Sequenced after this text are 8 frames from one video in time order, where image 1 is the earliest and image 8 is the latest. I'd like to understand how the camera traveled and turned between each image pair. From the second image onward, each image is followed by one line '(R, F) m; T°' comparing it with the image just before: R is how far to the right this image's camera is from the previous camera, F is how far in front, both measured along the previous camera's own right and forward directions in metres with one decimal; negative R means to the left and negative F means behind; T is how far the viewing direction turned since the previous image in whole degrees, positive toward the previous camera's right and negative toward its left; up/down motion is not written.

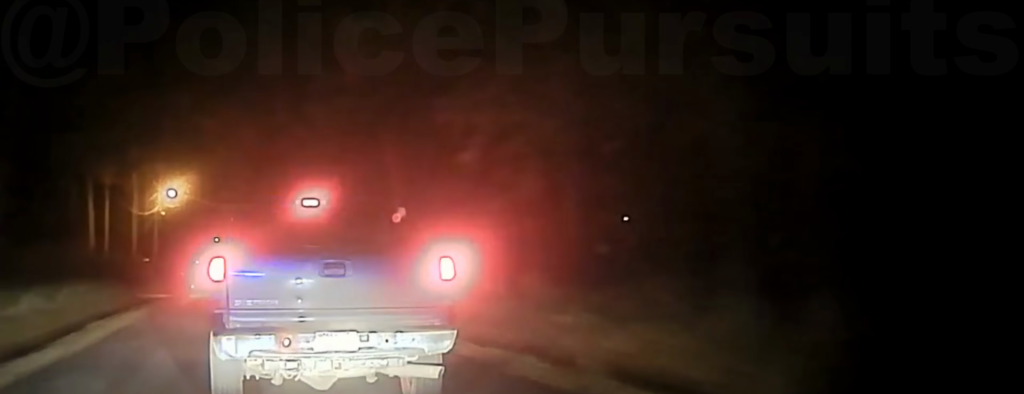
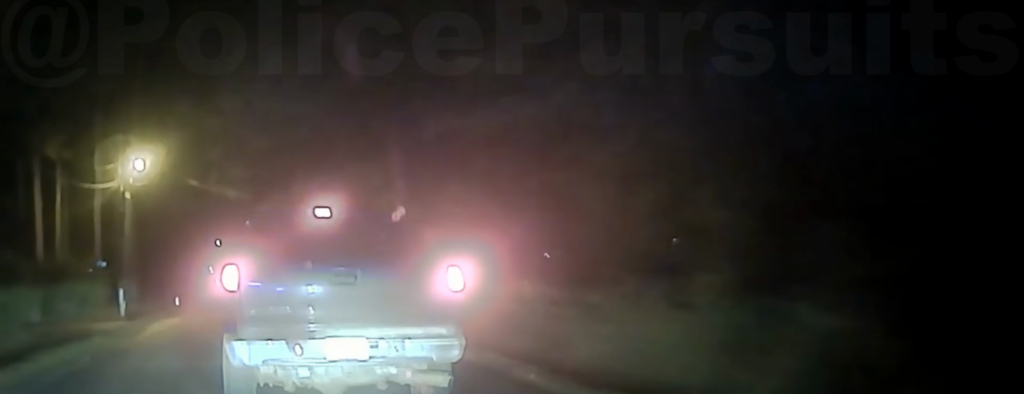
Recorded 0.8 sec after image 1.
(0.0, +22.1) m; 0°
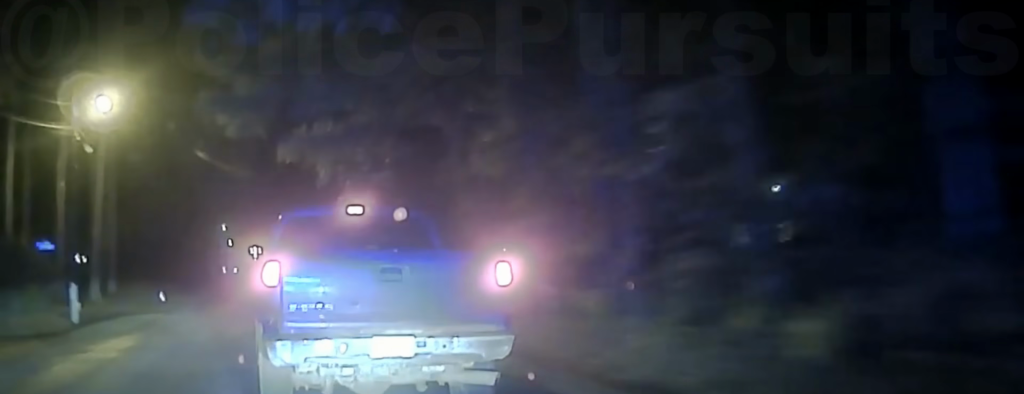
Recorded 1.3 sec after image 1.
(0.0, +14.2) m; 0°
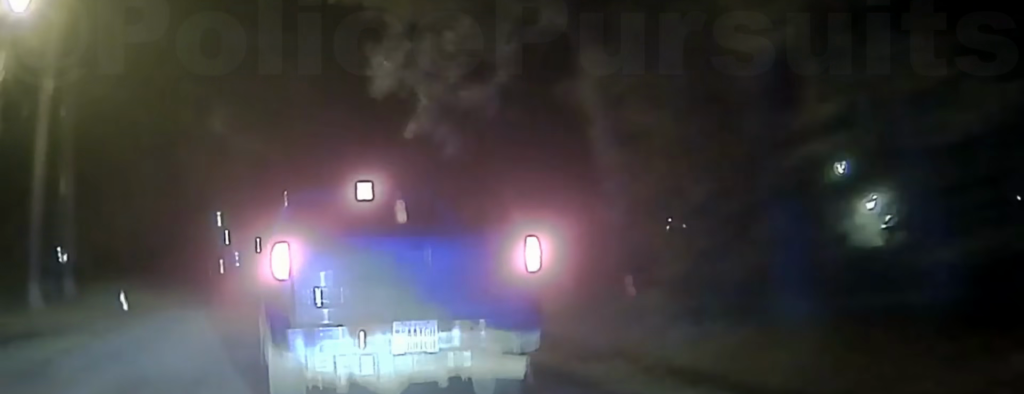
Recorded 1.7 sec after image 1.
(0.0, +12.7) m; 0°
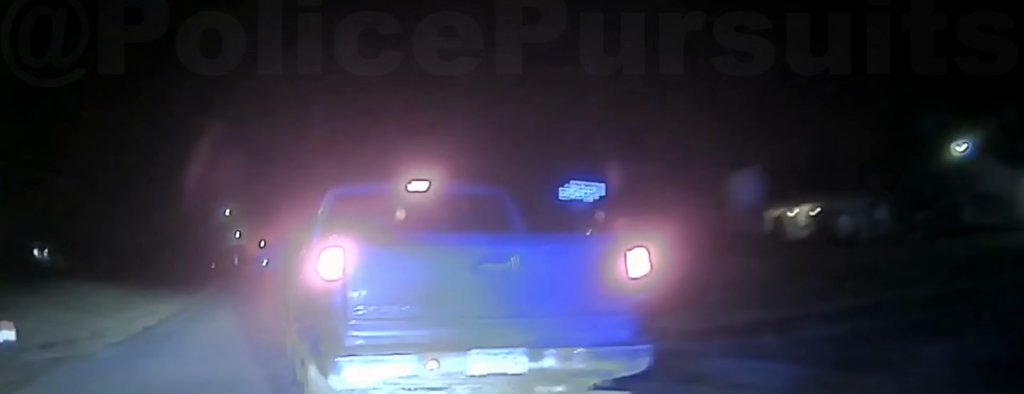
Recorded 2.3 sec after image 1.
(0.0, +15.7) m; 0°
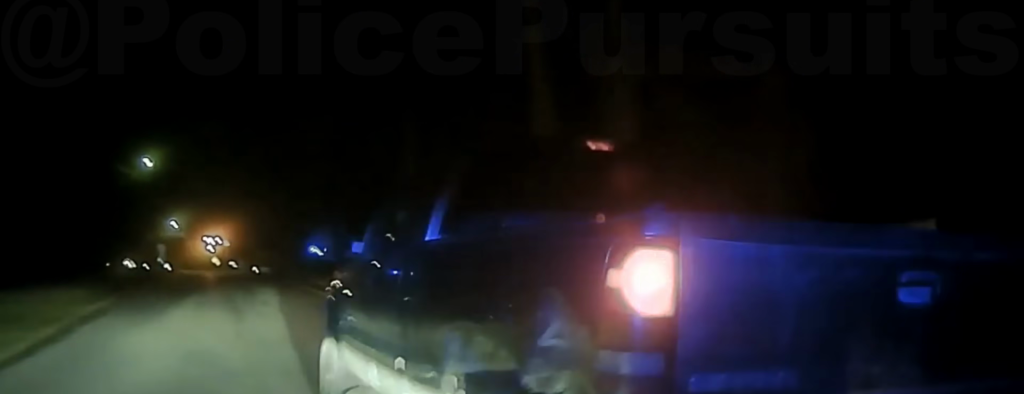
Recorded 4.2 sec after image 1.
(+1.8, +56.0) m; +3°
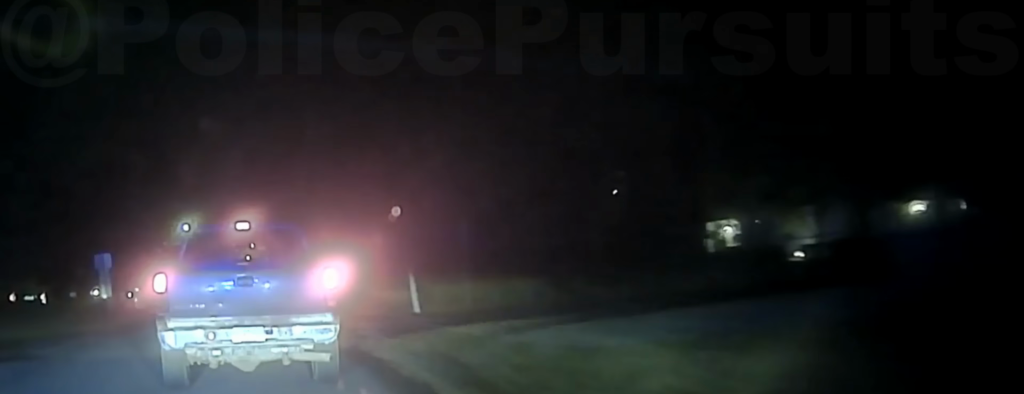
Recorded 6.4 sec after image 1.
(-1.0, +41.4) m; -2°
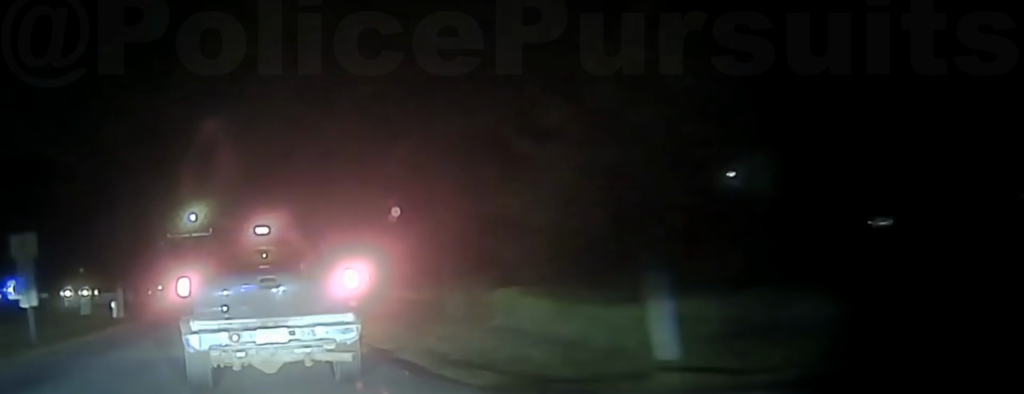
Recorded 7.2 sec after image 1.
(+0.2, +13.6) m; -1°
